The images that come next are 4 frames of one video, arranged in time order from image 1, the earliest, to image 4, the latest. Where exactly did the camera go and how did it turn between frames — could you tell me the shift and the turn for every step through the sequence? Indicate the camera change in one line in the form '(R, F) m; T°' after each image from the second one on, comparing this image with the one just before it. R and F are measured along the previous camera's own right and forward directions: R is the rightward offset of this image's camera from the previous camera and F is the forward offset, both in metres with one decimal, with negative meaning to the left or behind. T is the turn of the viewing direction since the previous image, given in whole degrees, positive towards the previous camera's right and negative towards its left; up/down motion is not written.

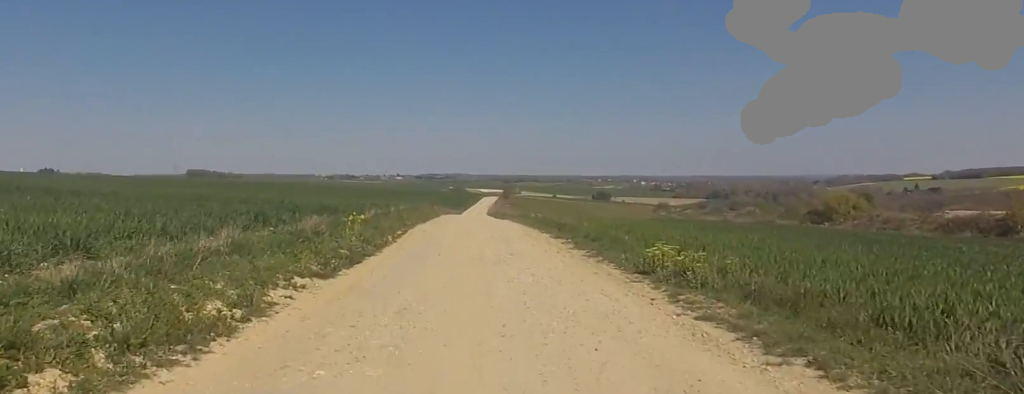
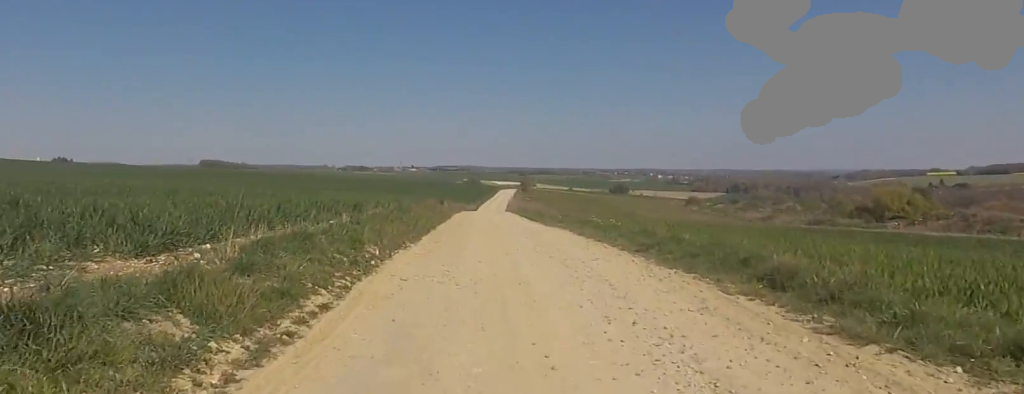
(-1.6, +13.5) m; -14°
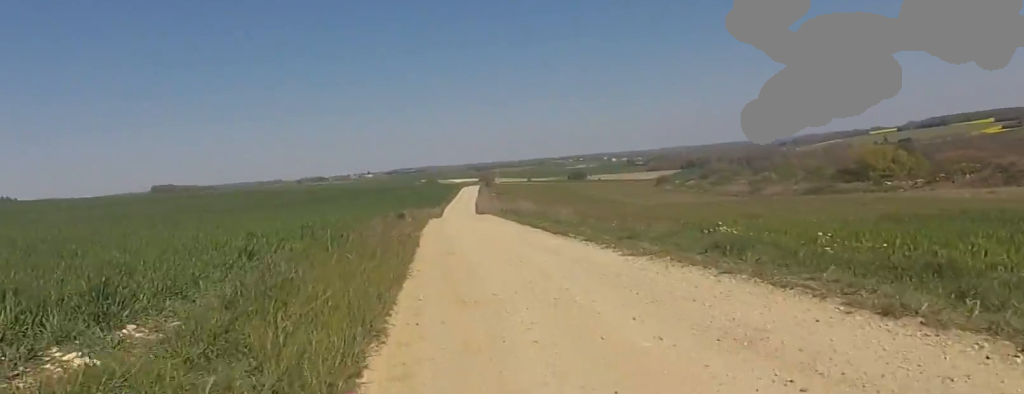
(+1.4, +12.8) m; +5°
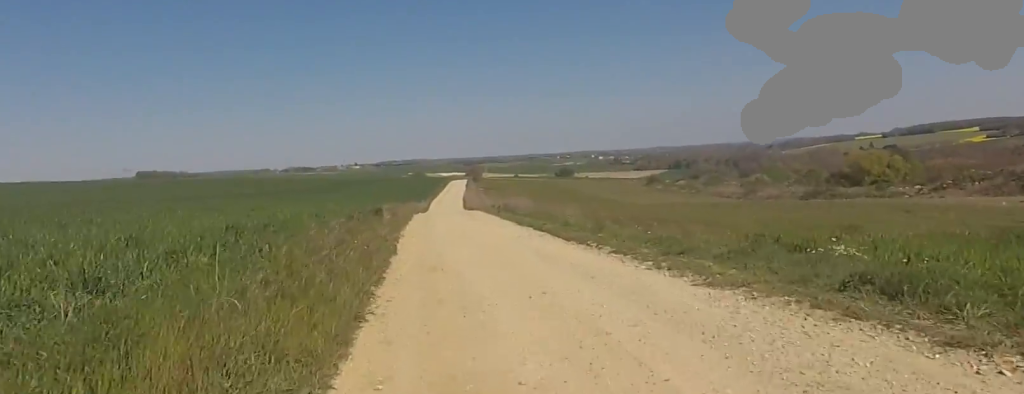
(+0.1, +3.8) m; -5°
